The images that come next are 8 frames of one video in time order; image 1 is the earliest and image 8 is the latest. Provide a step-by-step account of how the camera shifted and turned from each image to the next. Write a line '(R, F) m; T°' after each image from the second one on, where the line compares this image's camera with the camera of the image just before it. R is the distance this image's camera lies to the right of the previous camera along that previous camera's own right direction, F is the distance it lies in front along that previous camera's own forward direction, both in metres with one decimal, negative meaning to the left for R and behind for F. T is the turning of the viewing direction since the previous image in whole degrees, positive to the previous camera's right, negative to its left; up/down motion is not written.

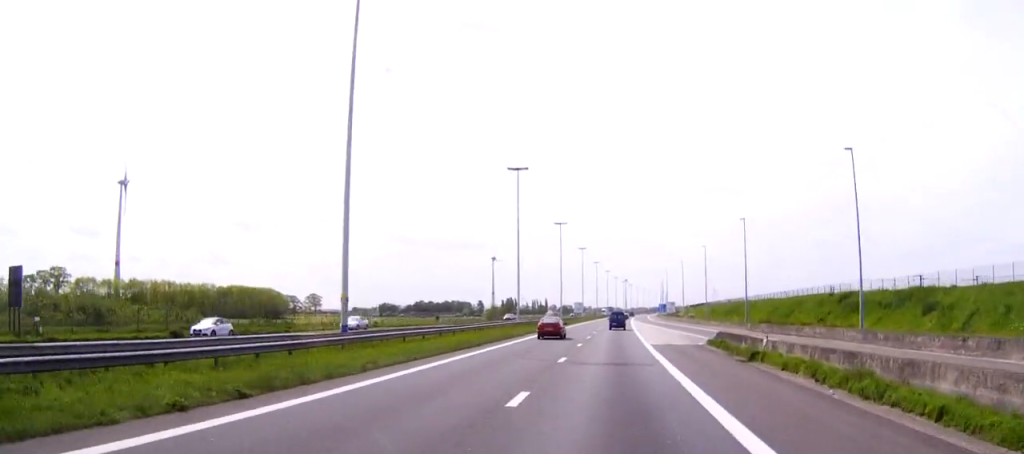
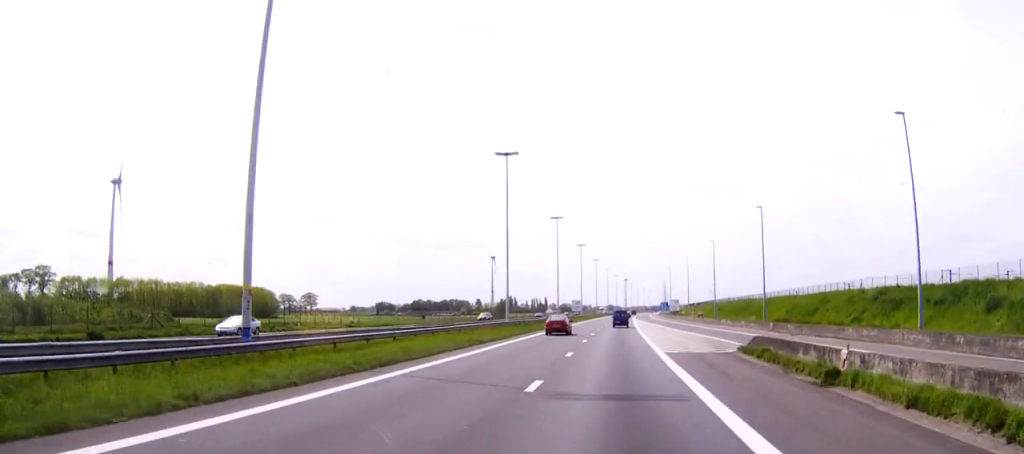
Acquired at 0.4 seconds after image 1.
(0.0, +10.3) m; 0°
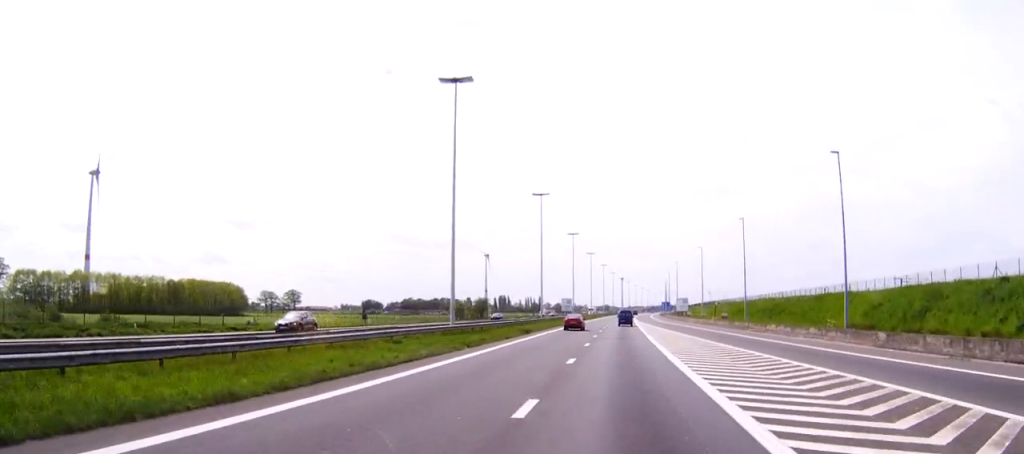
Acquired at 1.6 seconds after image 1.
(0.0, +28.8) m; 0°
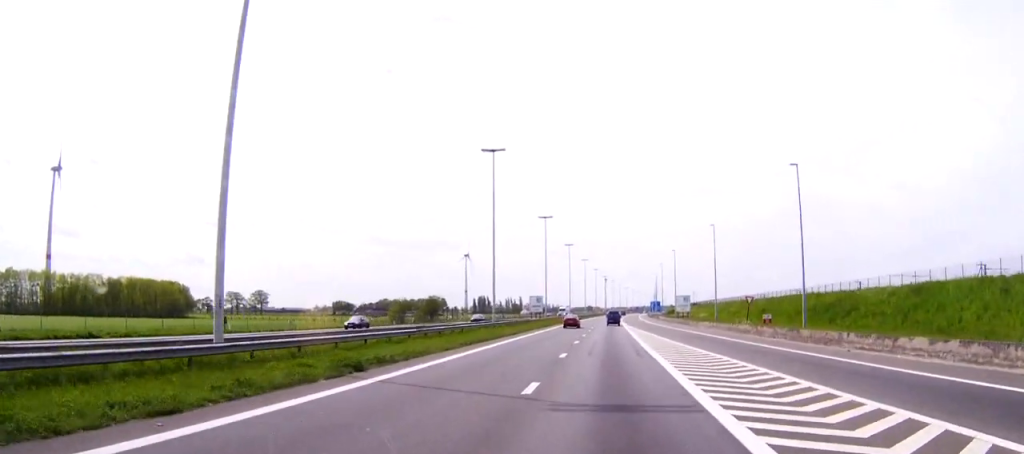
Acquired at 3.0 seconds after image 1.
(0.0, +33.6) m; 0°
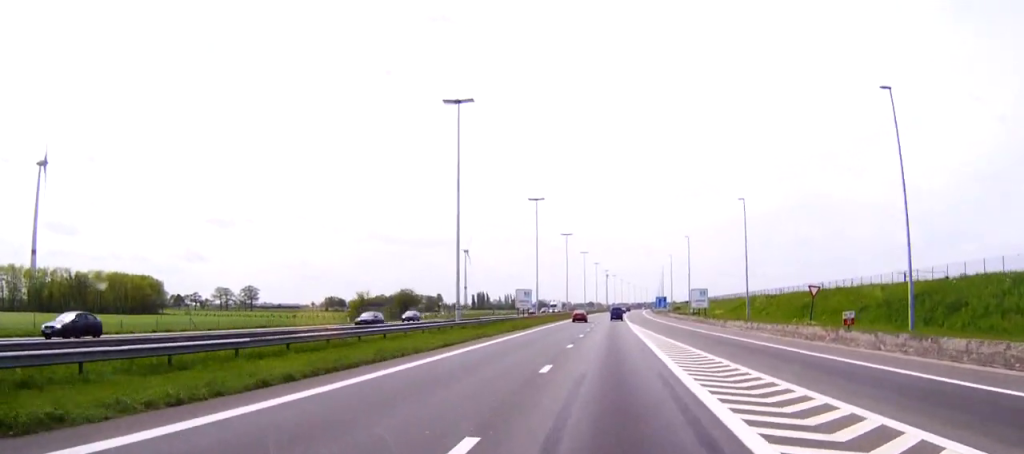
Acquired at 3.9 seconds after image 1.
(0.0, +20.8) m; 0°
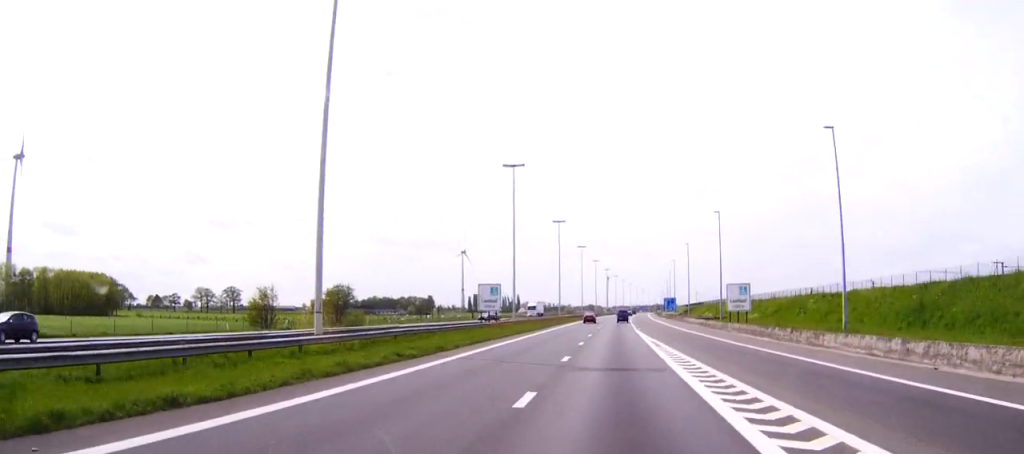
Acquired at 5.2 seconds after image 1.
(0.0, +31.2) m; 0°
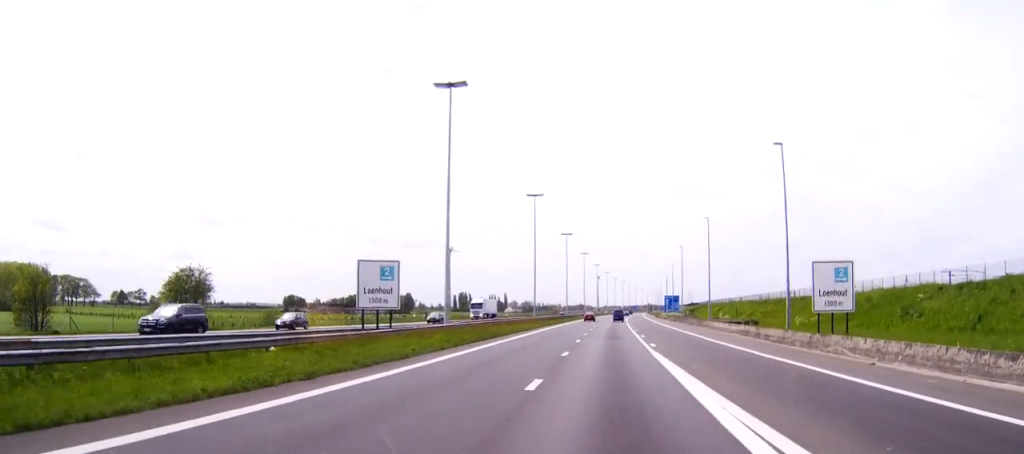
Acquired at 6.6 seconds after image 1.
(0.0, +34.5) m; 0°
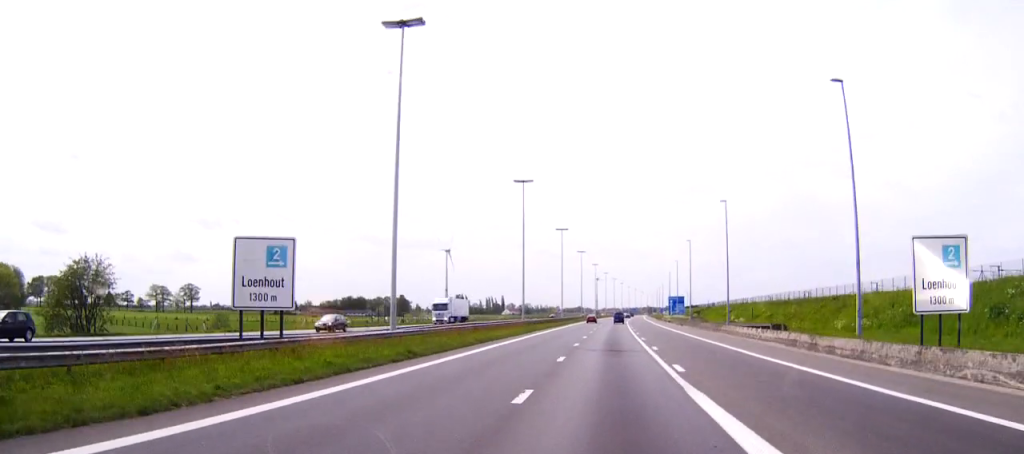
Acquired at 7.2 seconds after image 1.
(-0.1, +14.5) m; +1°
